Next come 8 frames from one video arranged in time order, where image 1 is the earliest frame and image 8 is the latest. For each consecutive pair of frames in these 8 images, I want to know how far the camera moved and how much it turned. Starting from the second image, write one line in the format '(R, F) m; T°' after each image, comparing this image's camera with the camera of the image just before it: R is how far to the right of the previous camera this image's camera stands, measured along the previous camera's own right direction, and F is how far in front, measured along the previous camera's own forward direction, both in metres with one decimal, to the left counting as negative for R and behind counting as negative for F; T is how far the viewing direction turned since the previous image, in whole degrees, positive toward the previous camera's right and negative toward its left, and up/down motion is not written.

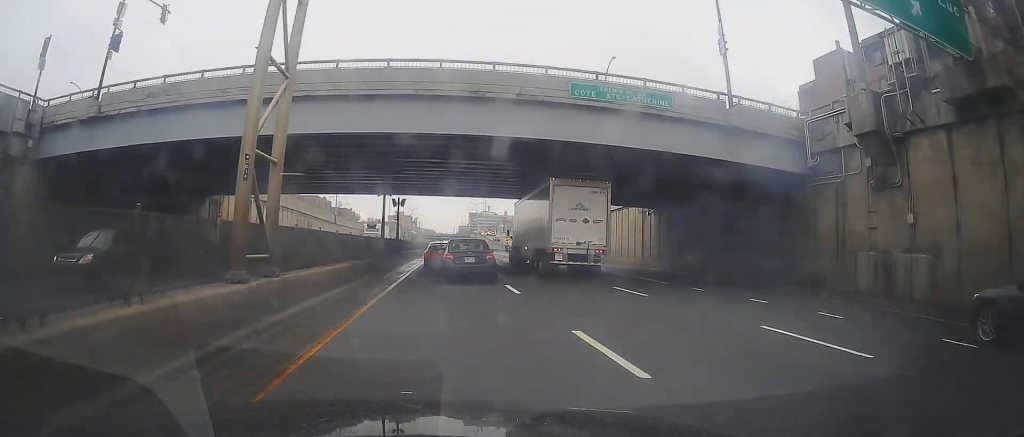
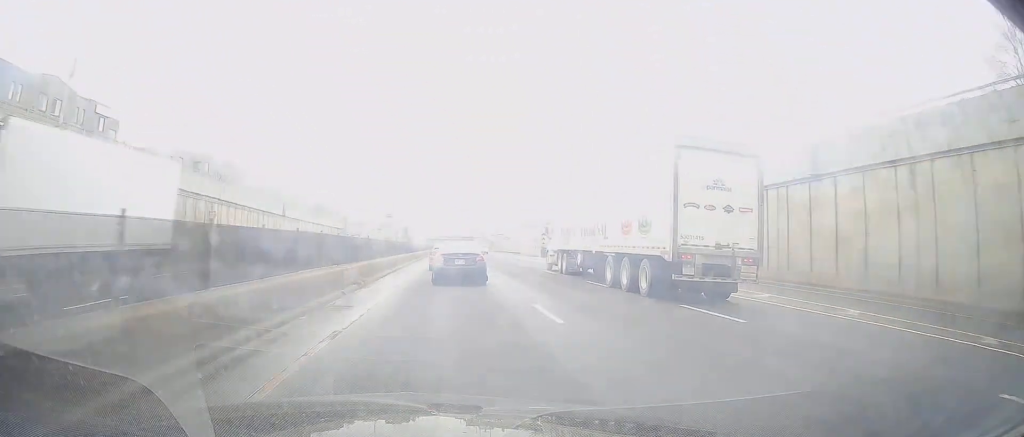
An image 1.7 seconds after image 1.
(+0.6, +40.8) m; +3°
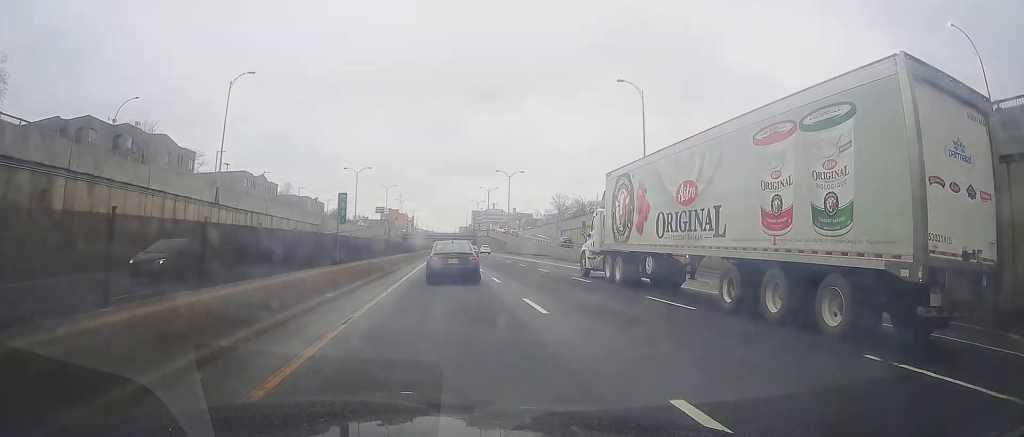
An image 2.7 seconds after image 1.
(+0.7, +25.3) m; -1°
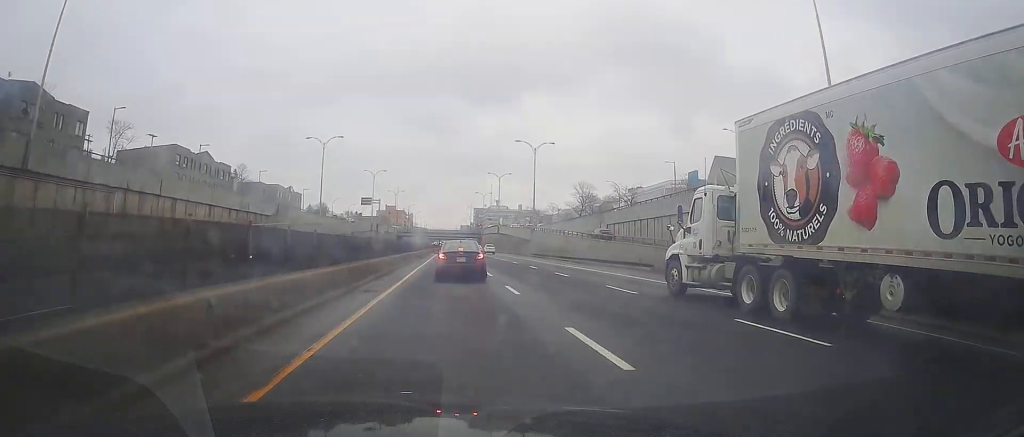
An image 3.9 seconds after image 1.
(-1.2, +32.2) m; -2°
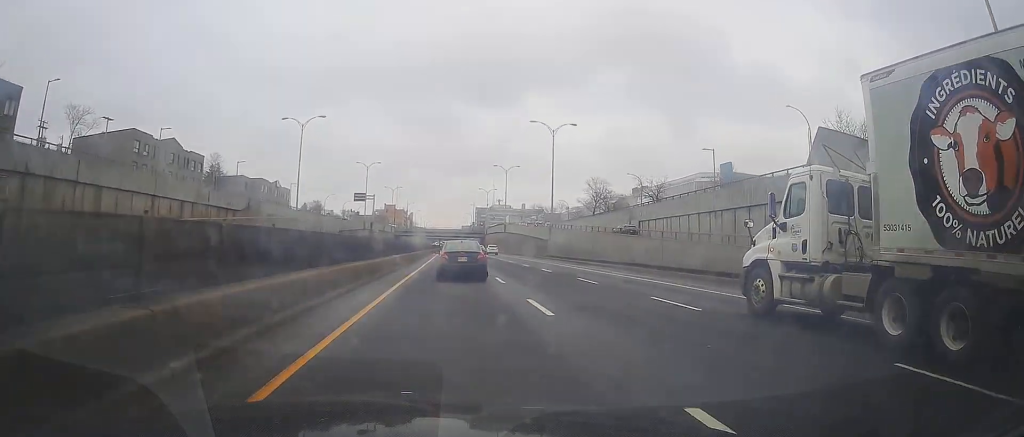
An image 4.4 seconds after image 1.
(+0.1, +14.4) m; +1°
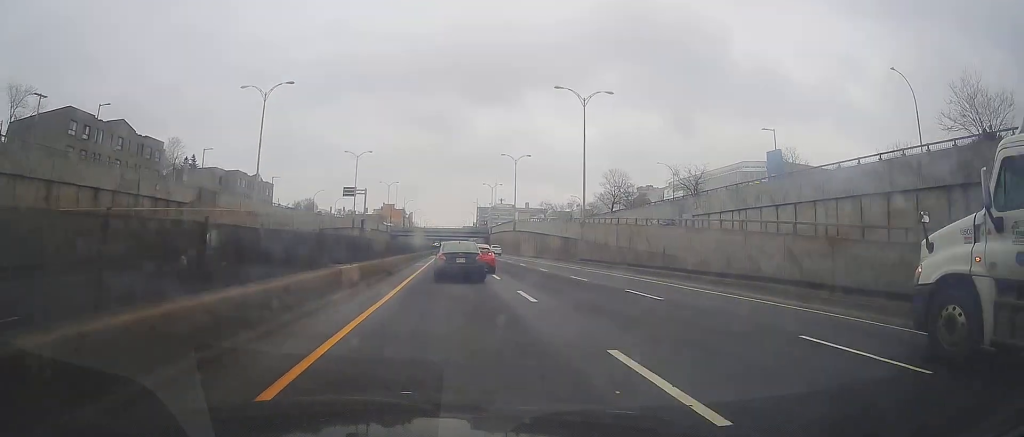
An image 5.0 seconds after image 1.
(+0.1, +15.3) m; 0°
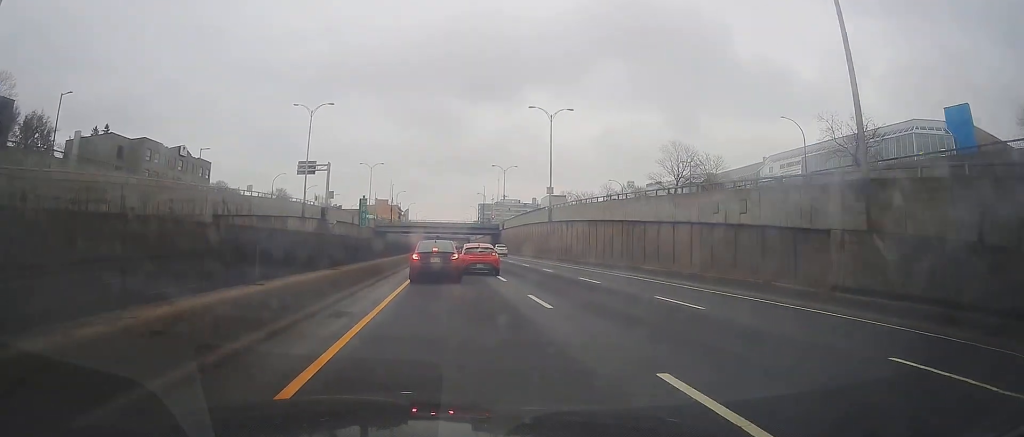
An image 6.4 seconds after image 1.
(-0.1, +37.9) m; 0°
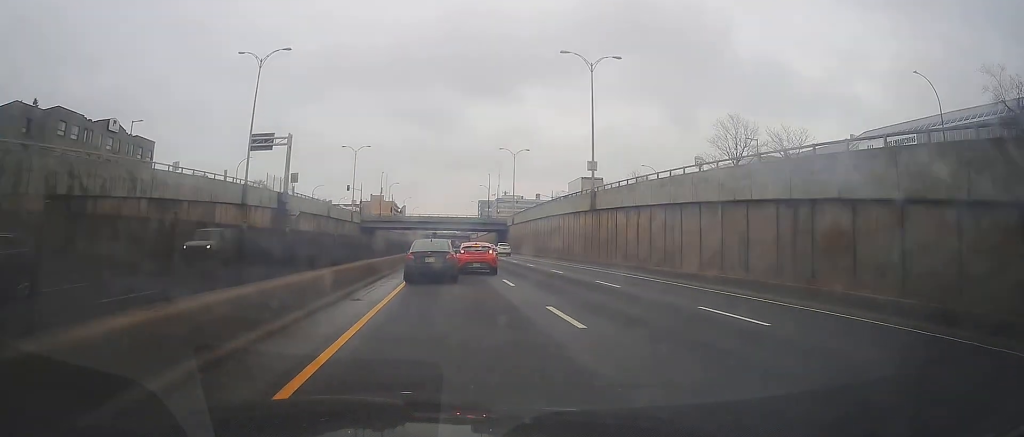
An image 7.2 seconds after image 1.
(0.0, +20.7) m; 0°
